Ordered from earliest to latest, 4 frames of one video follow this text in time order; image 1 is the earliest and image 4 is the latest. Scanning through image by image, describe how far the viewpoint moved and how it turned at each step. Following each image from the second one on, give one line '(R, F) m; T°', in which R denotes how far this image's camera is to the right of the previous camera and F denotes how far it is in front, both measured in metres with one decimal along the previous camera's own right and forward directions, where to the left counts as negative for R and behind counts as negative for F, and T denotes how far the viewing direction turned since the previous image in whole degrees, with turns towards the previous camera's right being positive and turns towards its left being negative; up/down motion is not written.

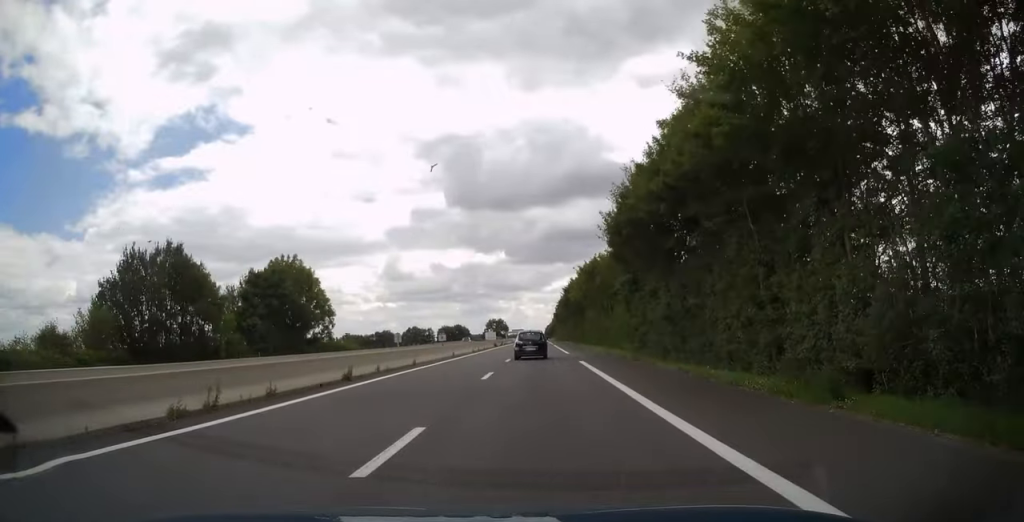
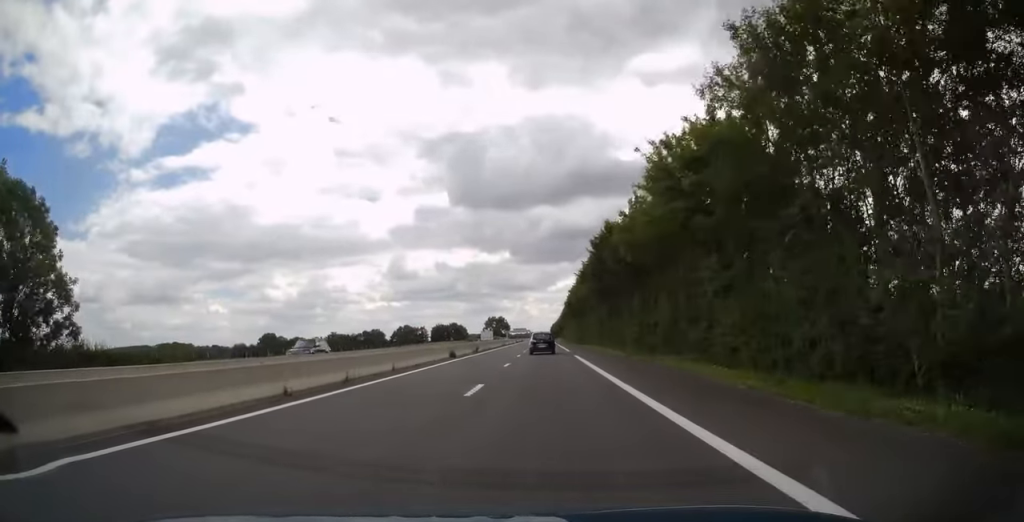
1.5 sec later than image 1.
(0.0, +43.4) m; 0°
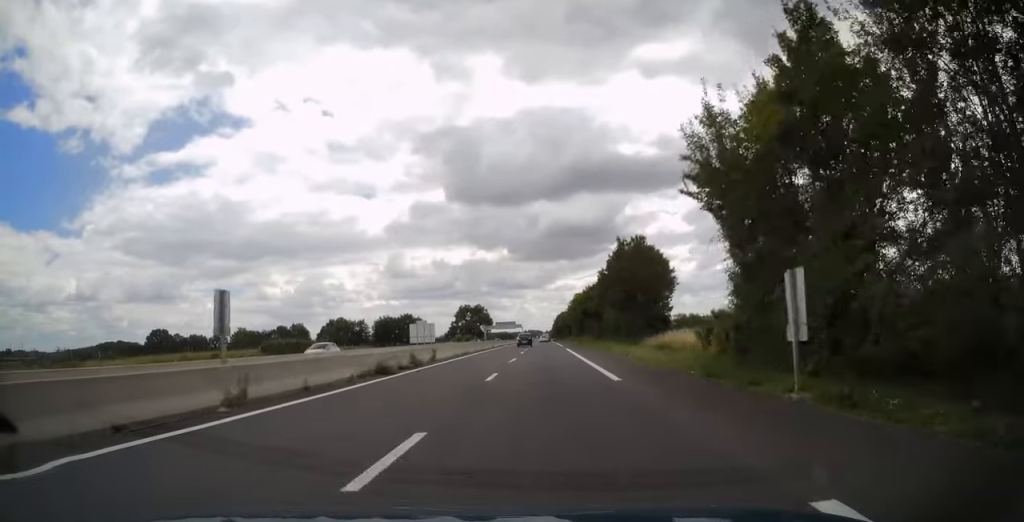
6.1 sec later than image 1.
(0.0, +137.0) m; 0°
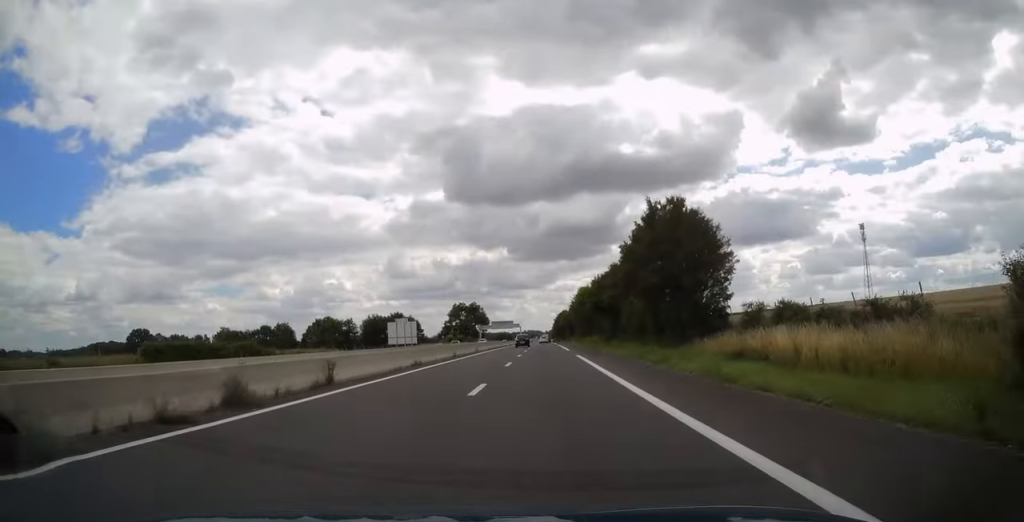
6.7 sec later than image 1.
(0.0, +17.2) m; 0°
